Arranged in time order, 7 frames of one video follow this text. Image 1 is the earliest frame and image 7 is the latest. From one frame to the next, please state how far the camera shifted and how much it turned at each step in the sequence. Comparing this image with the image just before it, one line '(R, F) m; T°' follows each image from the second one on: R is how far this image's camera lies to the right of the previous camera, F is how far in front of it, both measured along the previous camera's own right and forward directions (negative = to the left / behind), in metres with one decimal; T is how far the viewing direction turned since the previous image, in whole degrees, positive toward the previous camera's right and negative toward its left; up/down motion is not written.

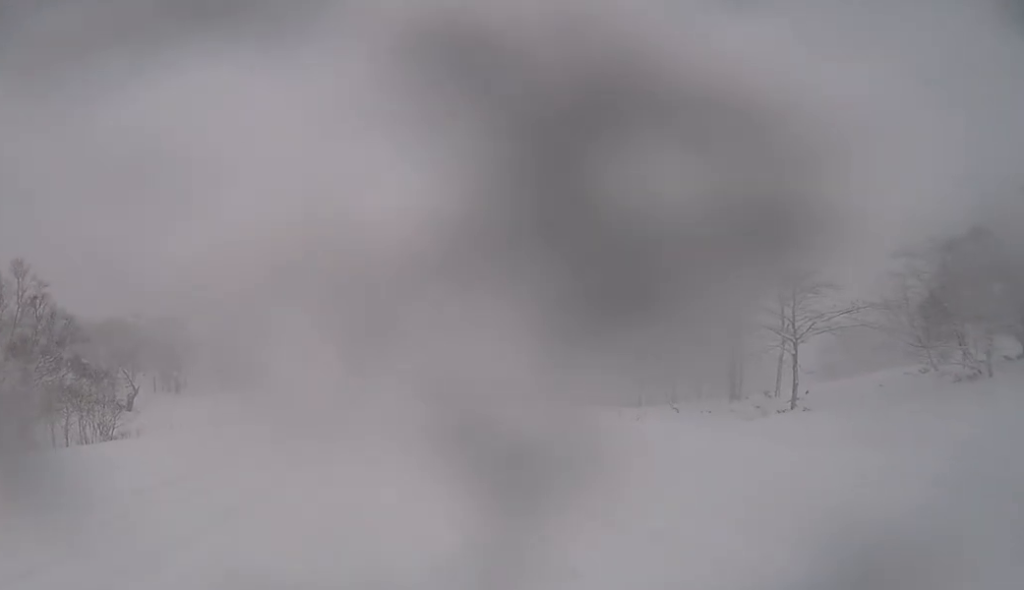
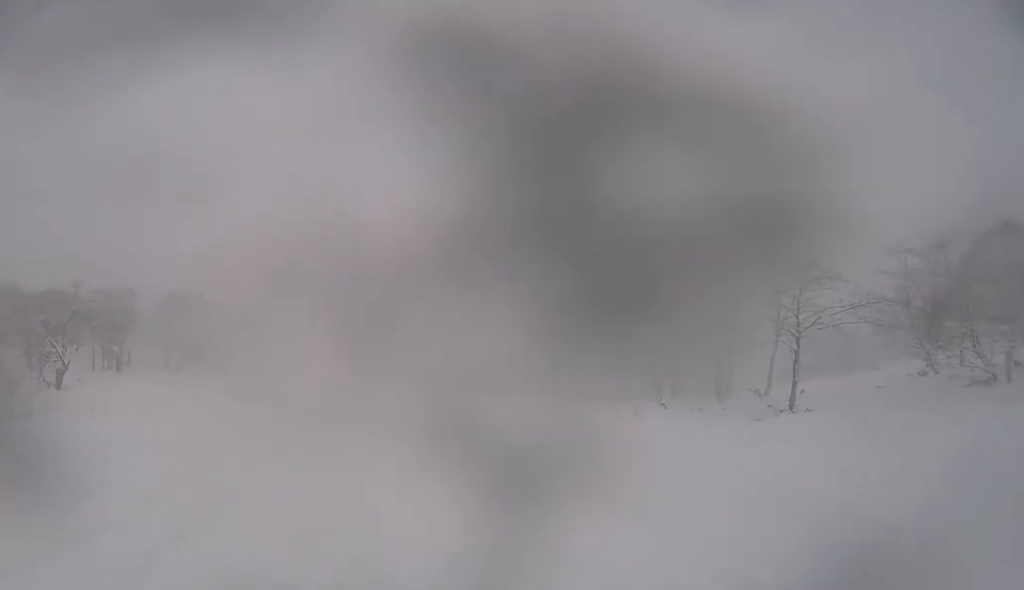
(+0.3, +4.6) m; 0°
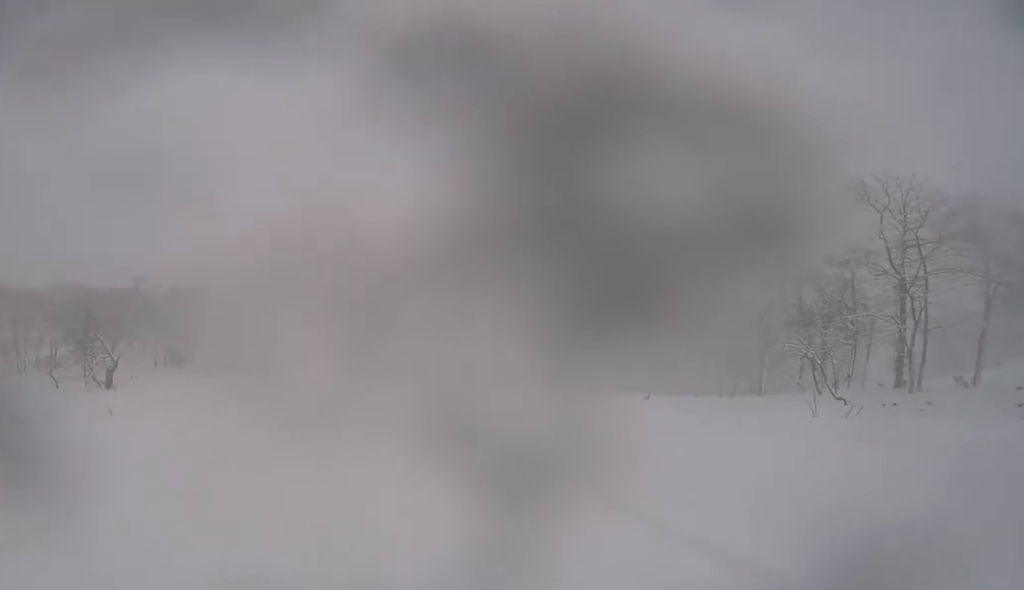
(-0.2, +7.5) m; 0°
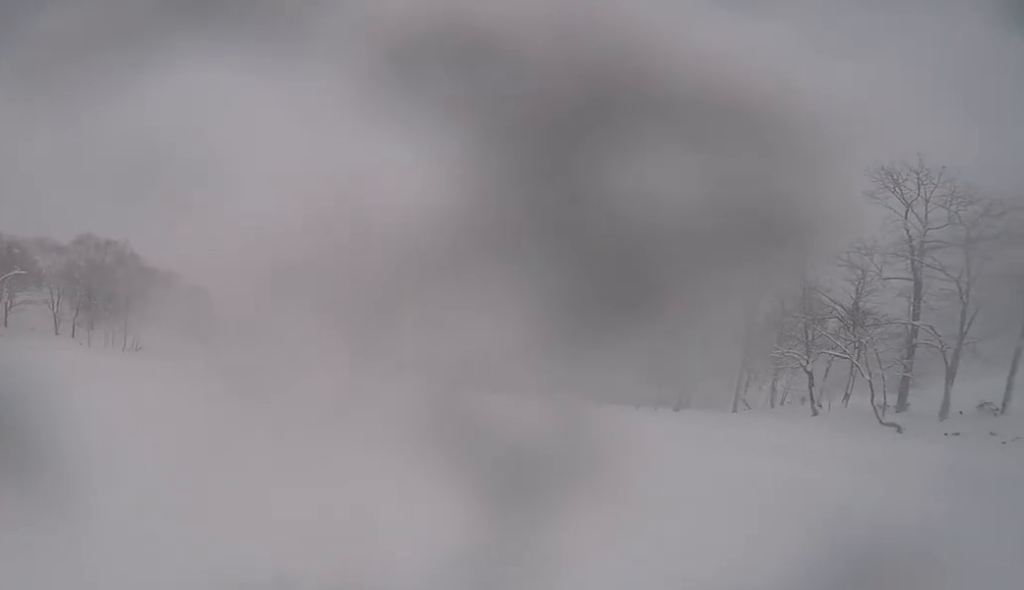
(+0.7, +12.0) m; +5°
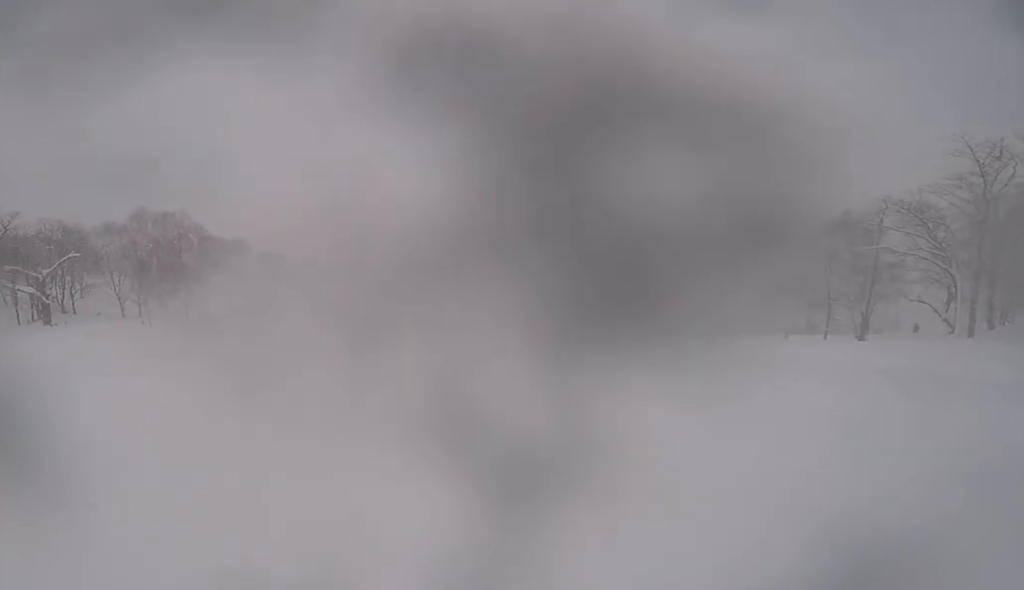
(0.0, +6.5) m; 0°
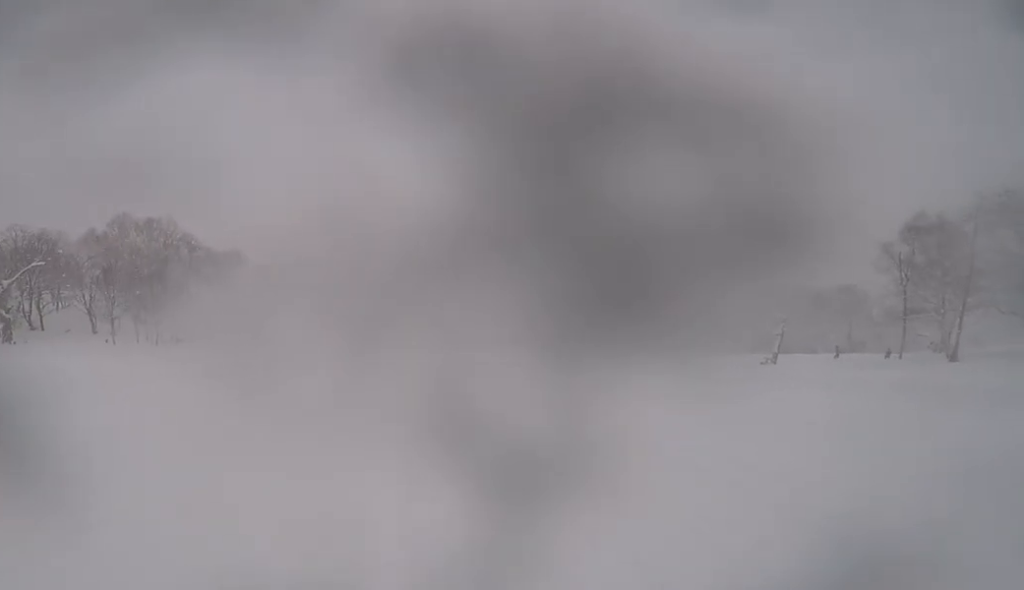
(0.0, +5.7) m; 0°
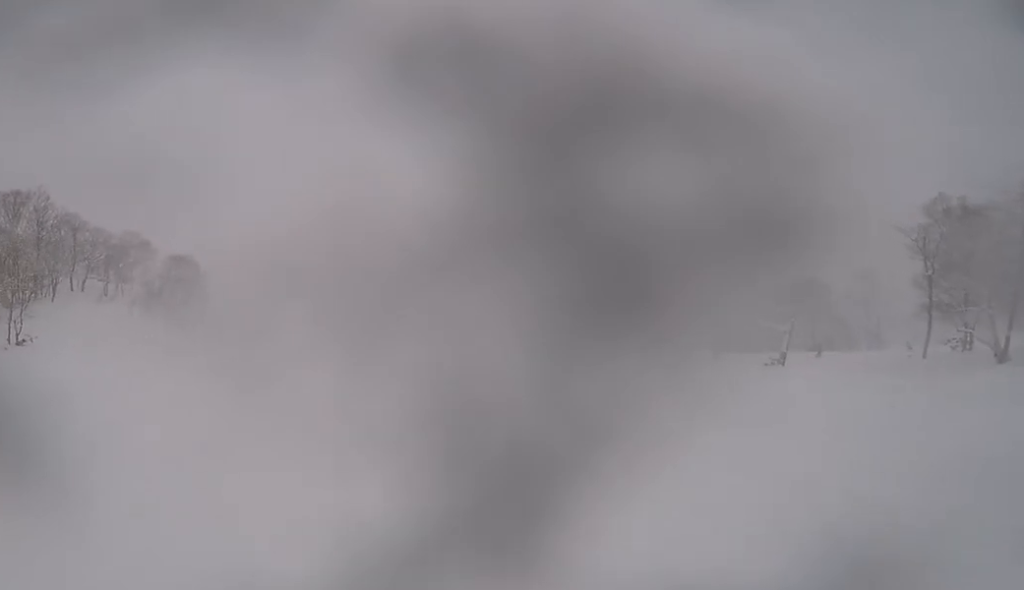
(0.0, +9.0) m; -6°
